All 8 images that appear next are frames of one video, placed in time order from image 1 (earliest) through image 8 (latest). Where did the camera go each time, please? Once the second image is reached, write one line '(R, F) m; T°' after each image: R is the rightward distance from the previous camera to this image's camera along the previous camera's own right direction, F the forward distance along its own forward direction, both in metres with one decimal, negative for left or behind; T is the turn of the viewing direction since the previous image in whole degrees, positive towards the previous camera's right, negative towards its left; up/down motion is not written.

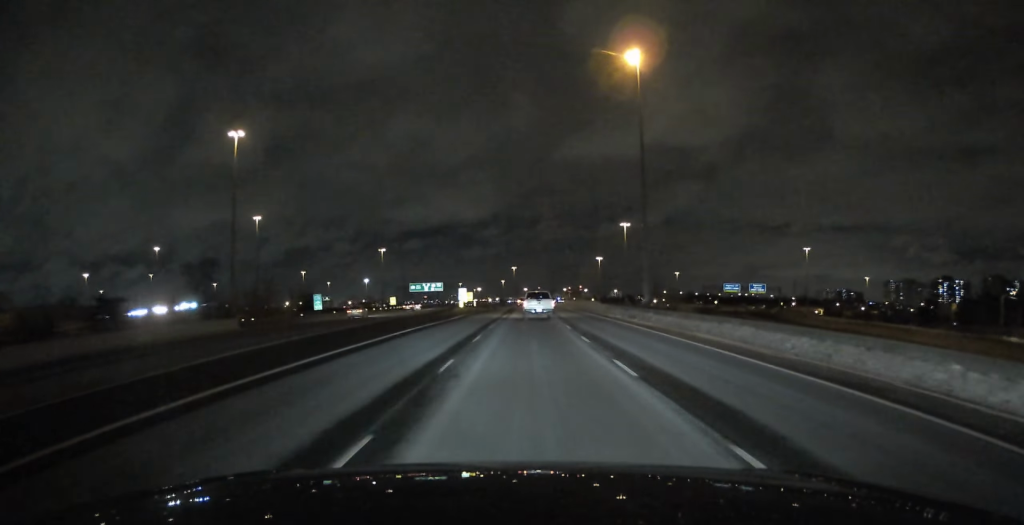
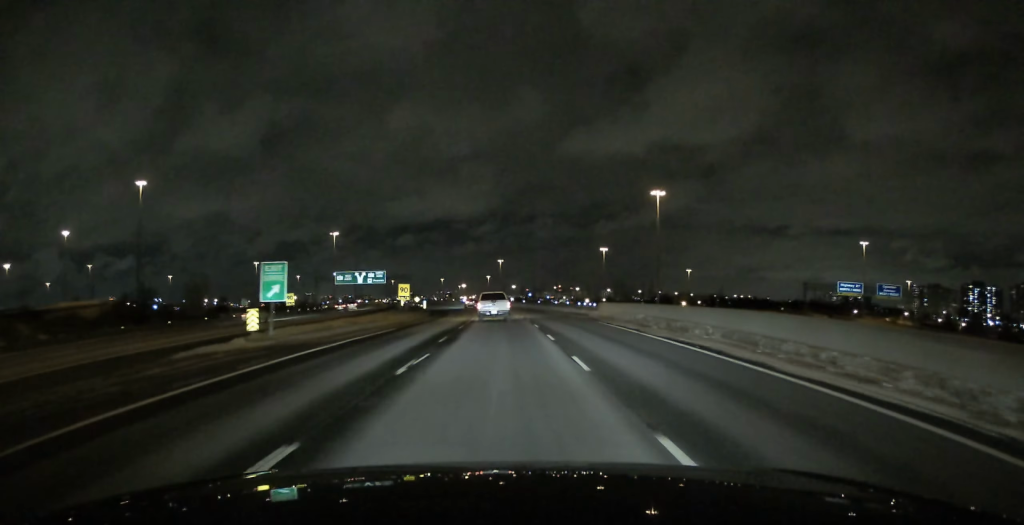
(+0.5, +81.0) m; -1°
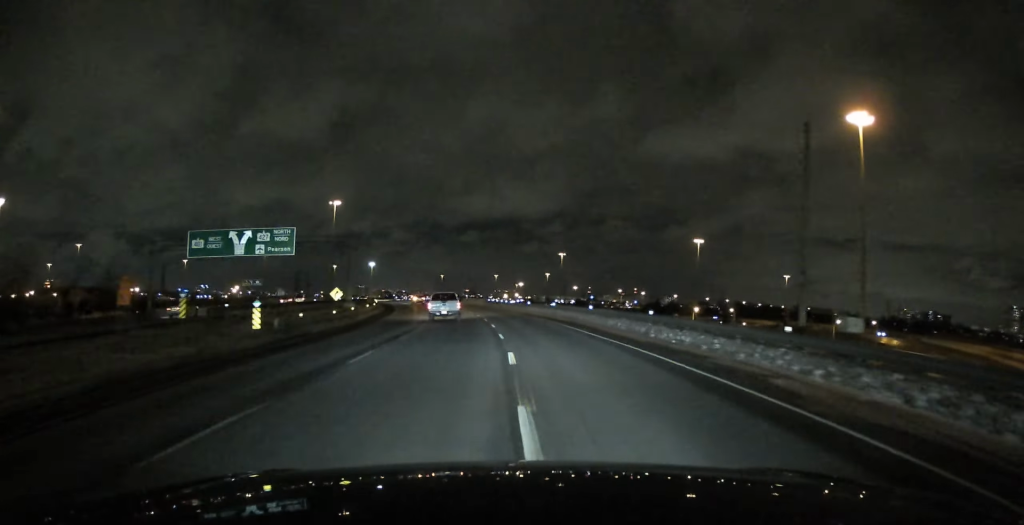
(-1.7, +90.5) m; -4°
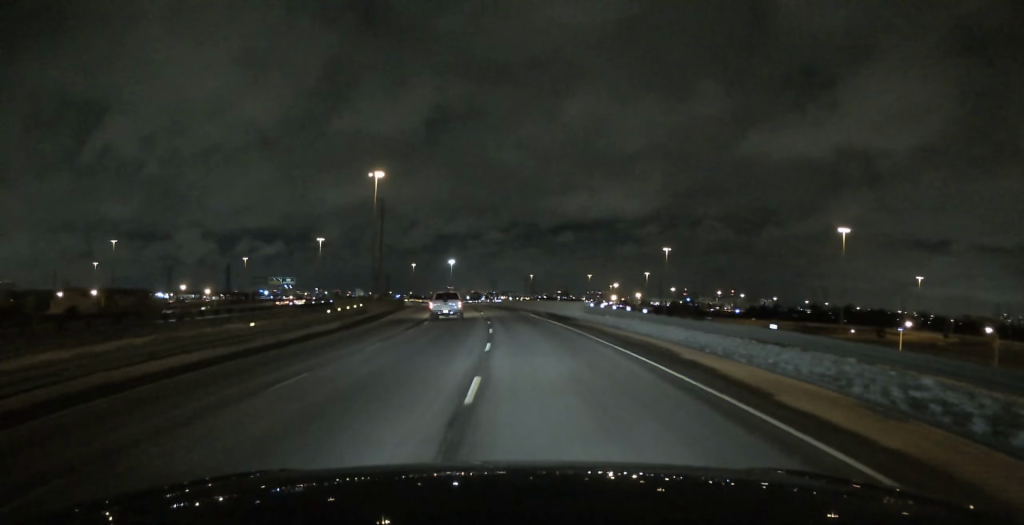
(-1.0, +60.9) m; -5°
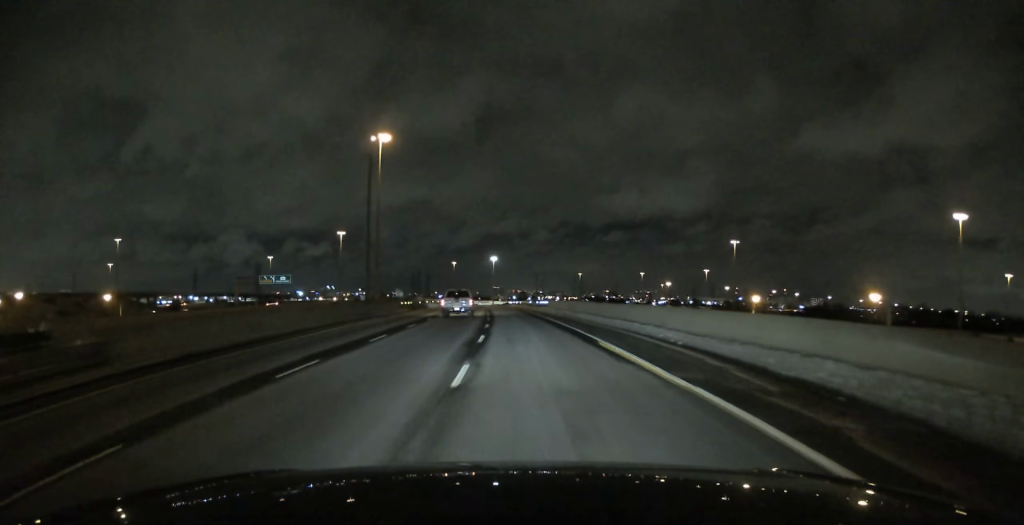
(-3.1, +44.5) m; -4°
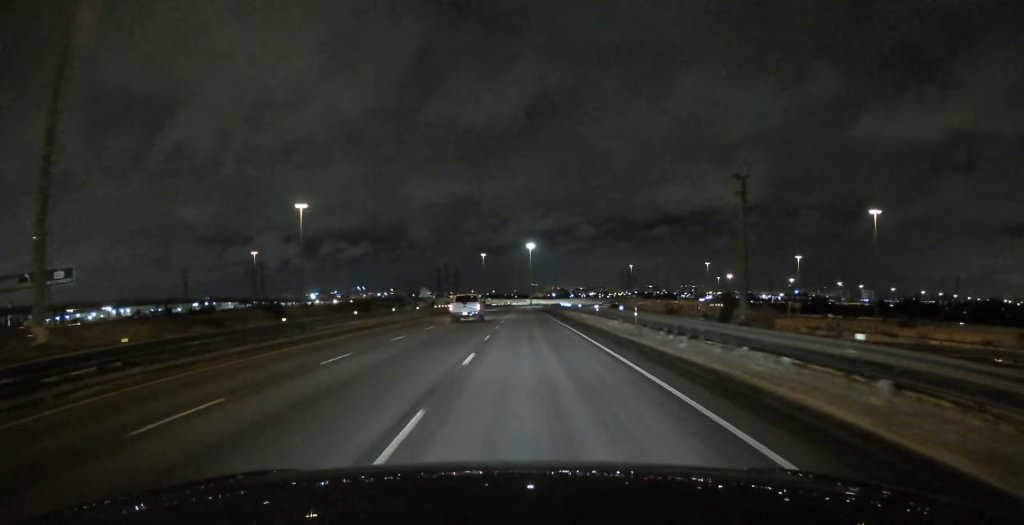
(-6.9, +106.1) m; -5°
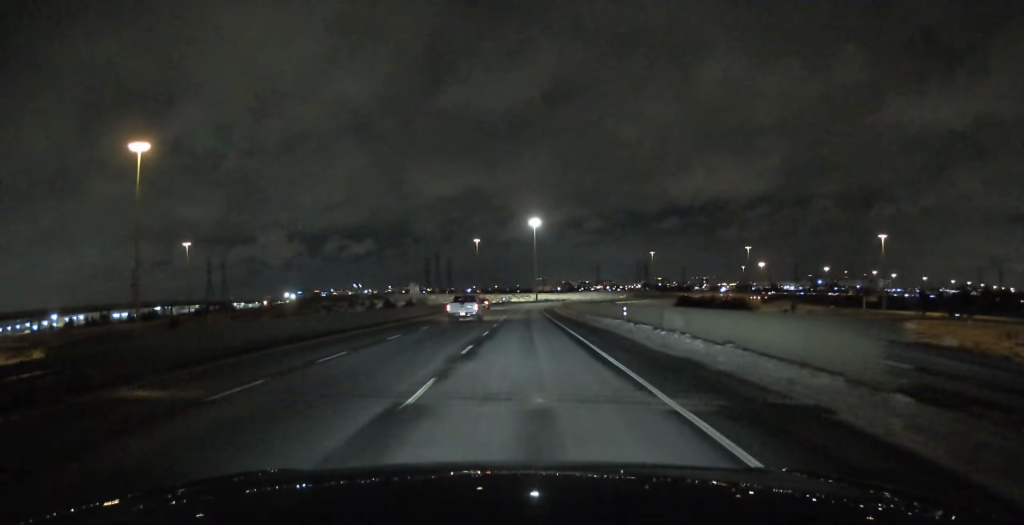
(-0.9, +97.1) m; -1°
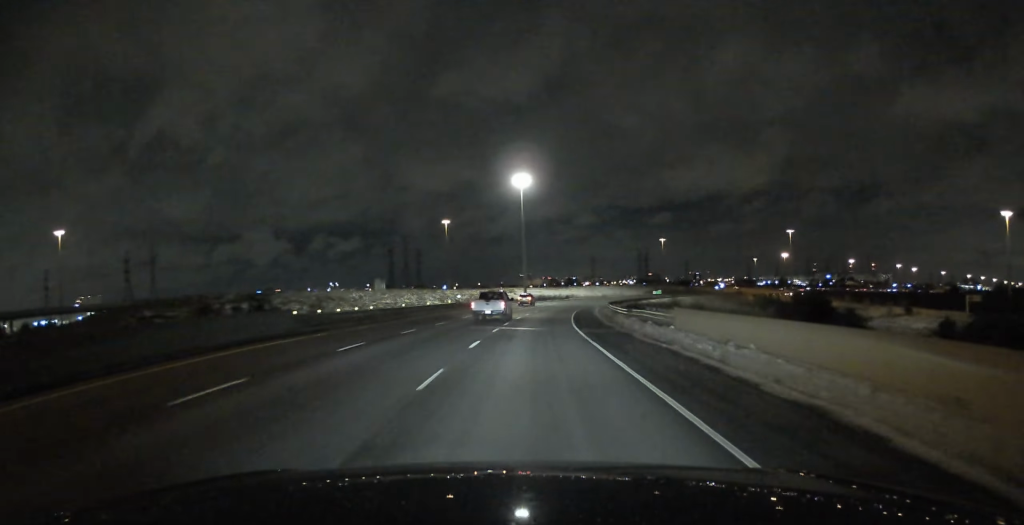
(+0.2, +98.6) m; +2°
